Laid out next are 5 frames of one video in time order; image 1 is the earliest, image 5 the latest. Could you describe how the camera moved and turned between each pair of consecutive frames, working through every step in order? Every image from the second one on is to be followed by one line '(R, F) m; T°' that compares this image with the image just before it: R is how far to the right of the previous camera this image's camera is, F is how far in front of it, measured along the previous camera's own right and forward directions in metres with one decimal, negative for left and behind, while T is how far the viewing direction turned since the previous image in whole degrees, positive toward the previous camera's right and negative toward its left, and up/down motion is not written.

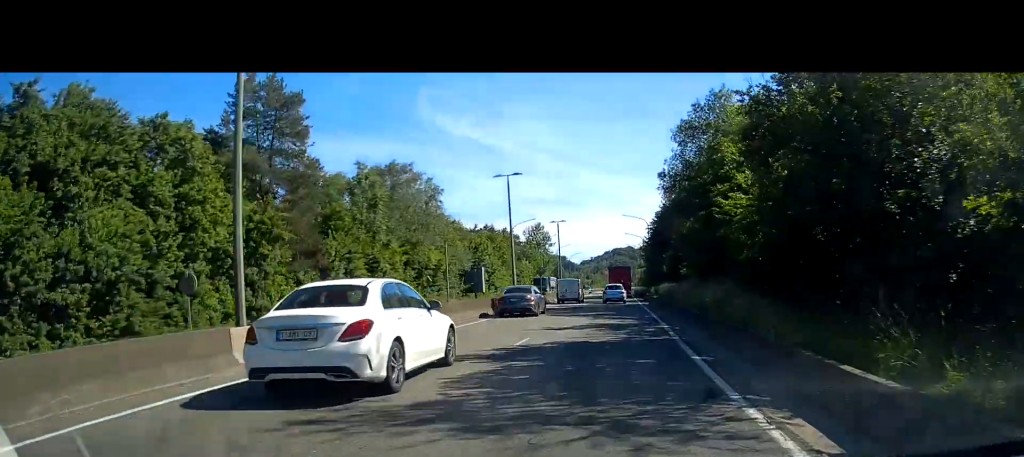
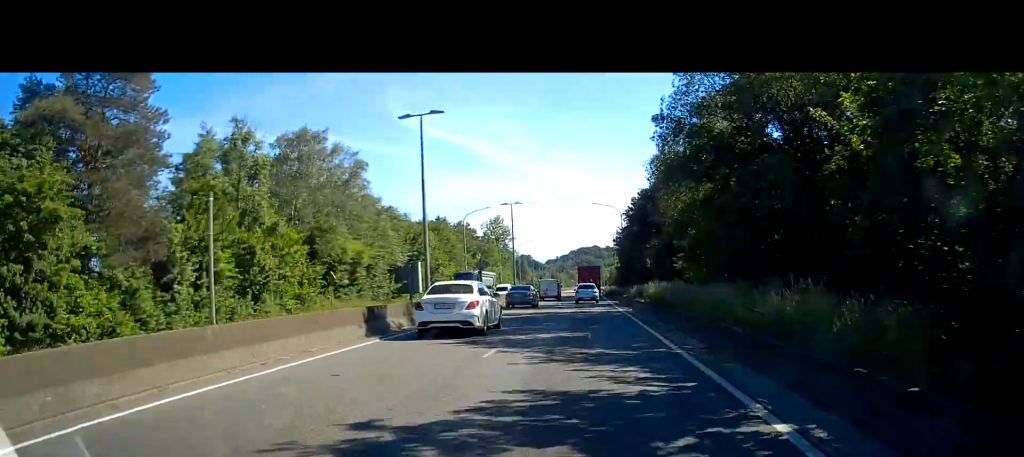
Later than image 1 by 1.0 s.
(+0.8, +15.2) m; +4°
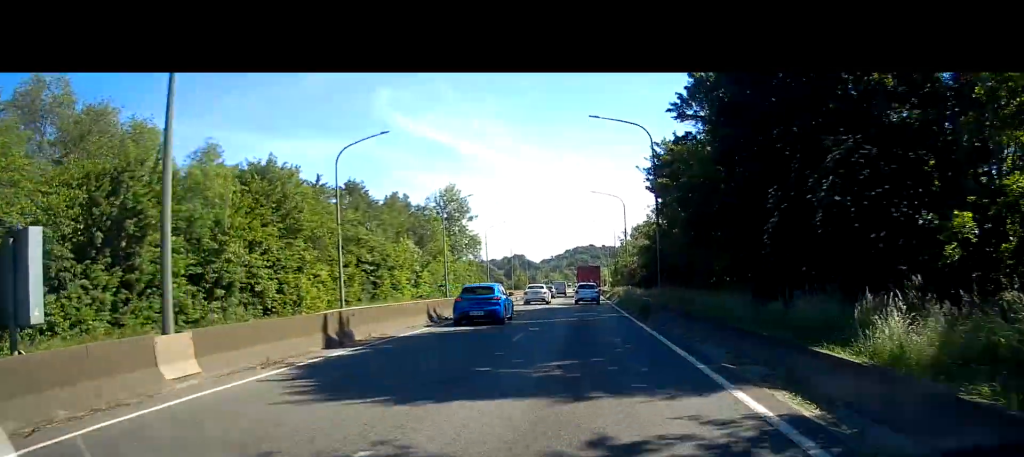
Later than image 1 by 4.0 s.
(+0.7, +47.5) m; +1°
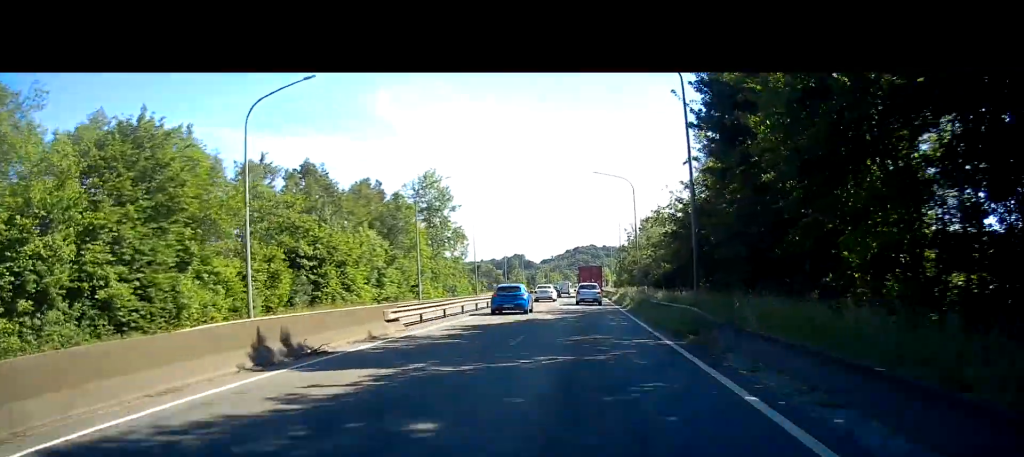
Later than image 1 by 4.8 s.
(0.0, +13.9) m; 0°
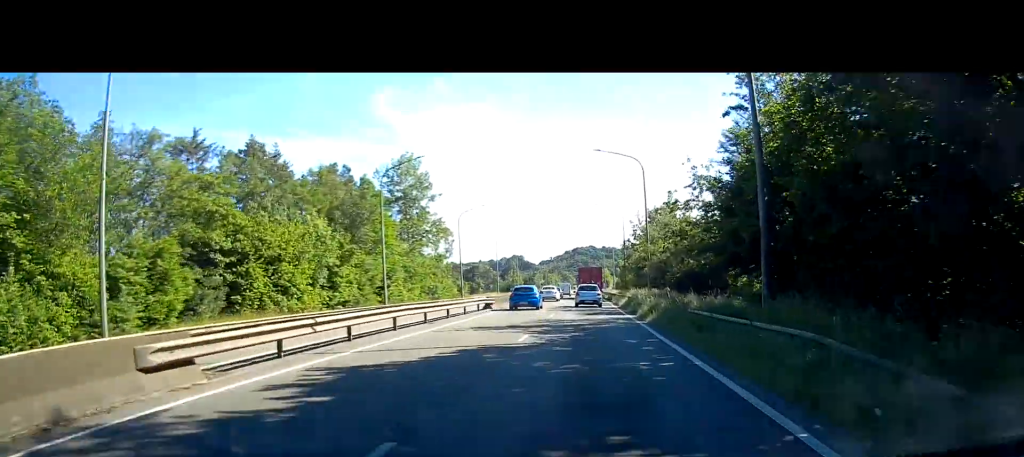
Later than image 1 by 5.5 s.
(0.0, +11.8) m; 0°
